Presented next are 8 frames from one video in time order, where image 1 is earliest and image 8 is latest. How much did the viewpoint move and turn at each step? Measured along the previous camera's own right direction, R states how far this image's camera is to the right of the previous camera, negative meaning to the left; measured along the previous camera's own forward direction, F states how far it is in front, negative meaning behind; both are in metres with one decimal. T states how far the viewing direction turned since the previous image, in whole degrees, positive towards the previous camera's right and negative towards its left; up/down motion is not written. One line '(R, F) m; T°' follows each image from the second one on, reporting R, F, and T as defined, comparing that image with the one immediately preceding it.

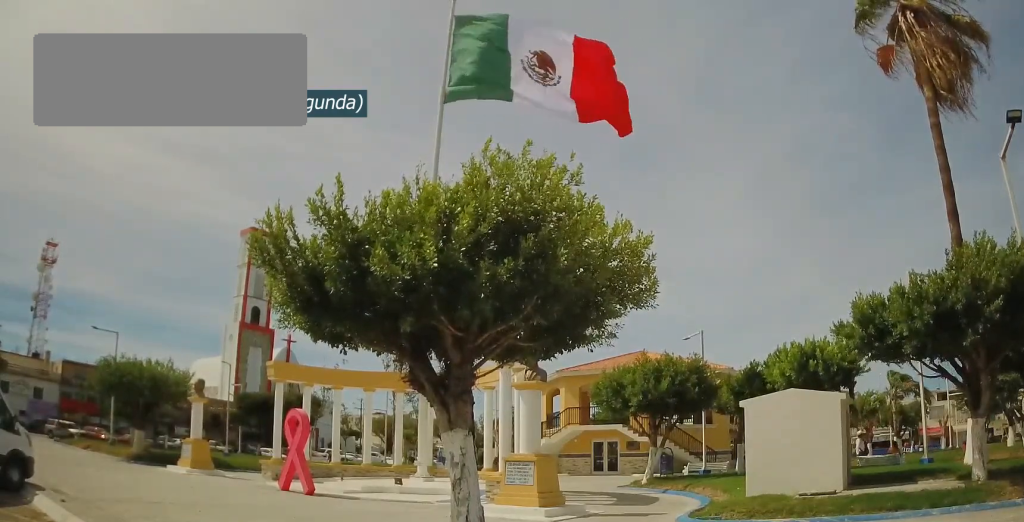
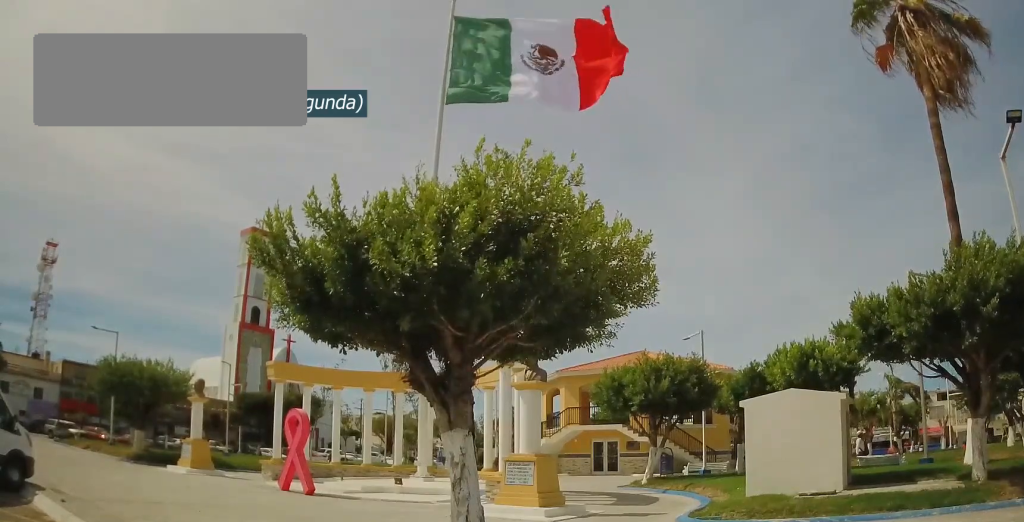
(0.0, 0.0) m; 0°
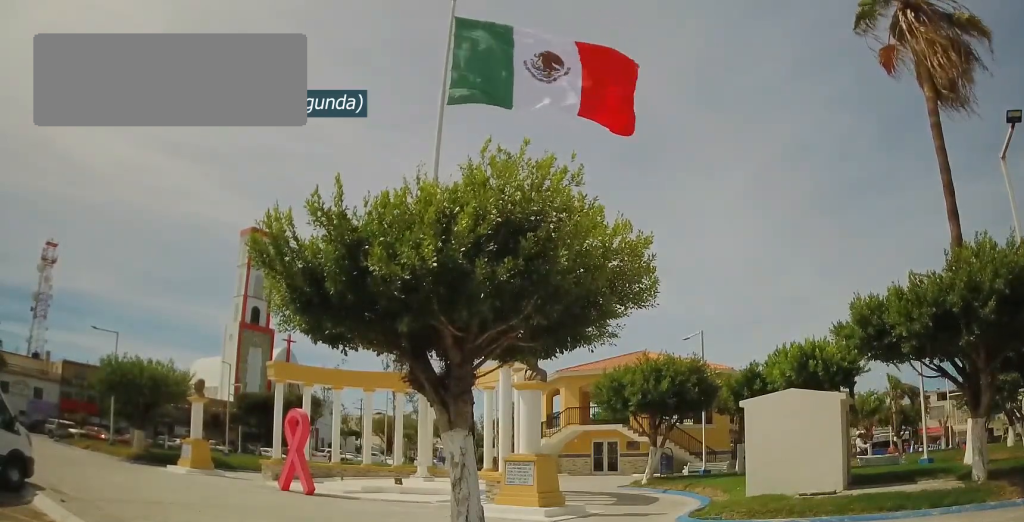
(0.0, 0.0) m; 0°
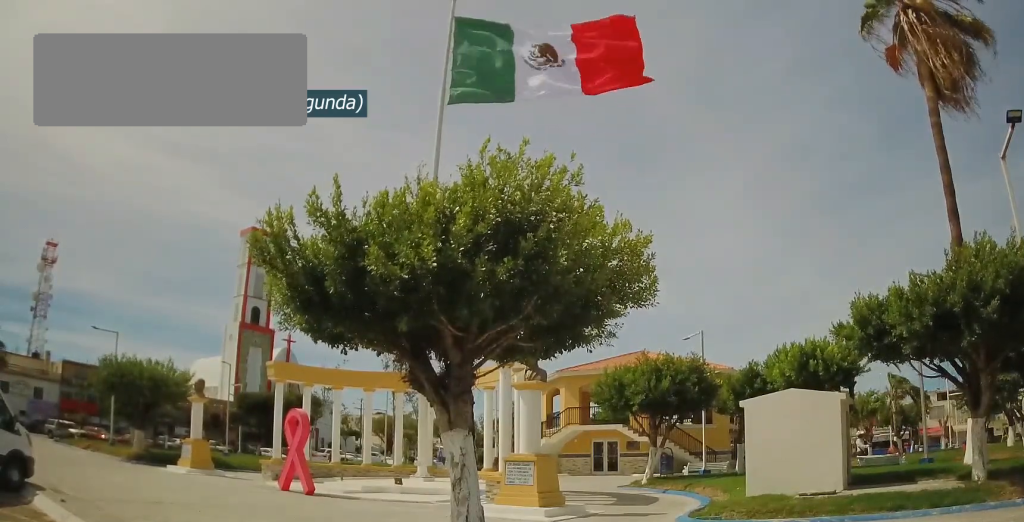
(0.0, 0.0) m; 0°
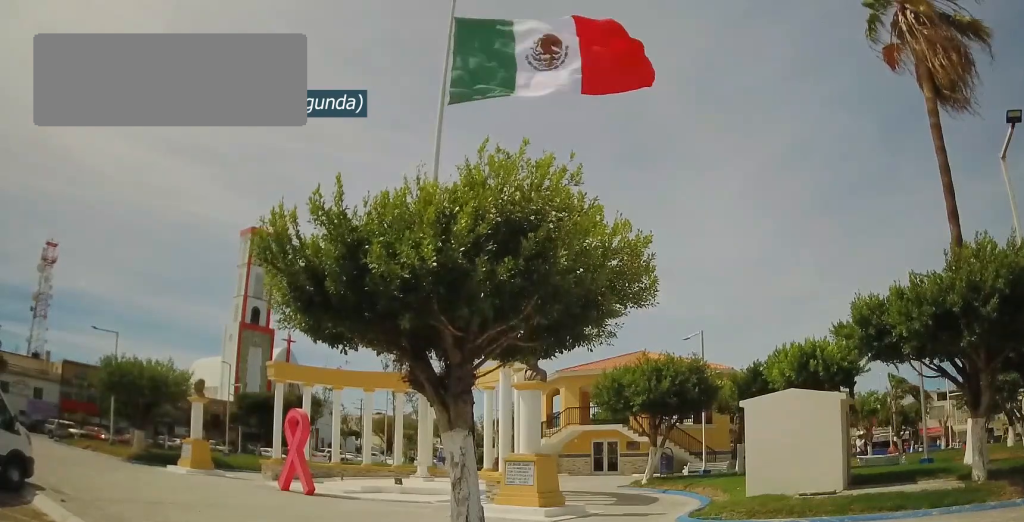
(0.0, 0.0) m; 0°
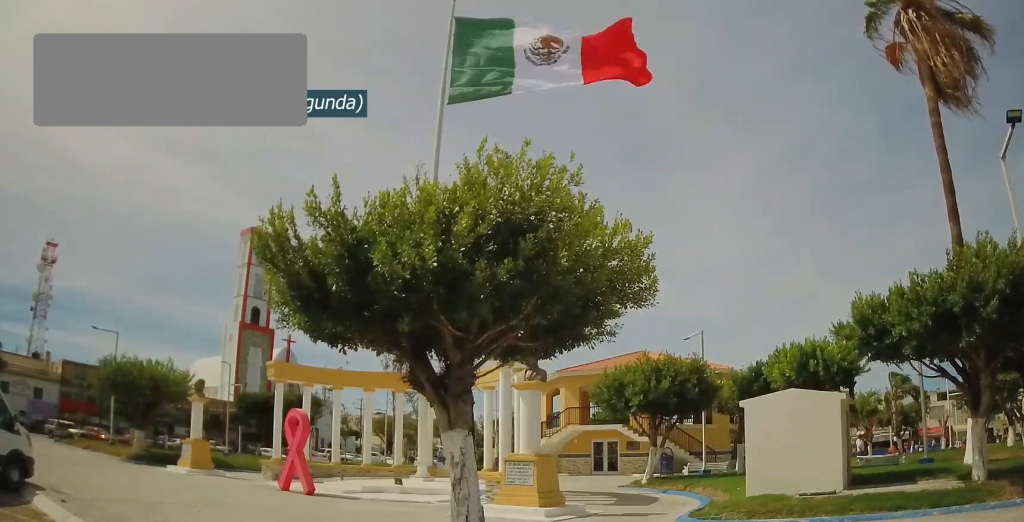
(0.0, 0.0) m; 0°
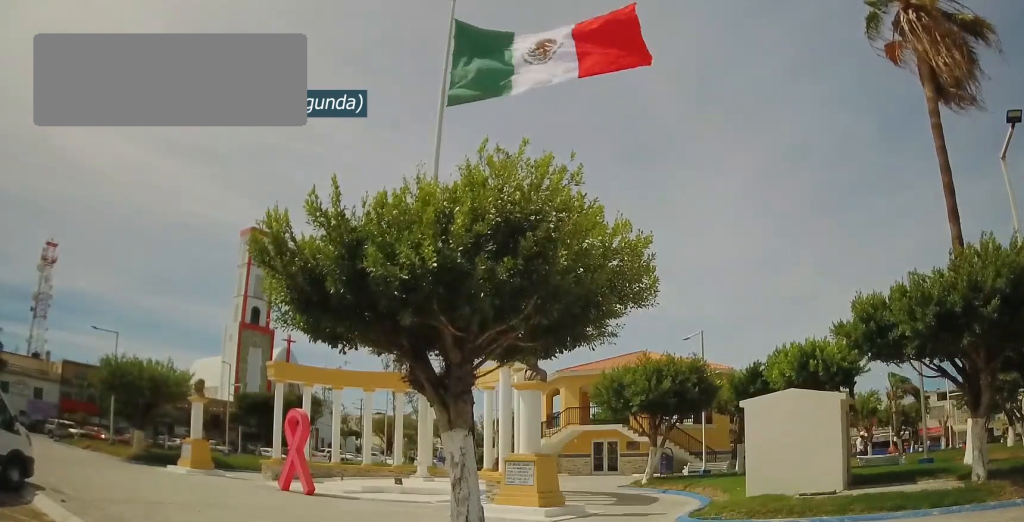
(0.0, 0.0) m; 0°
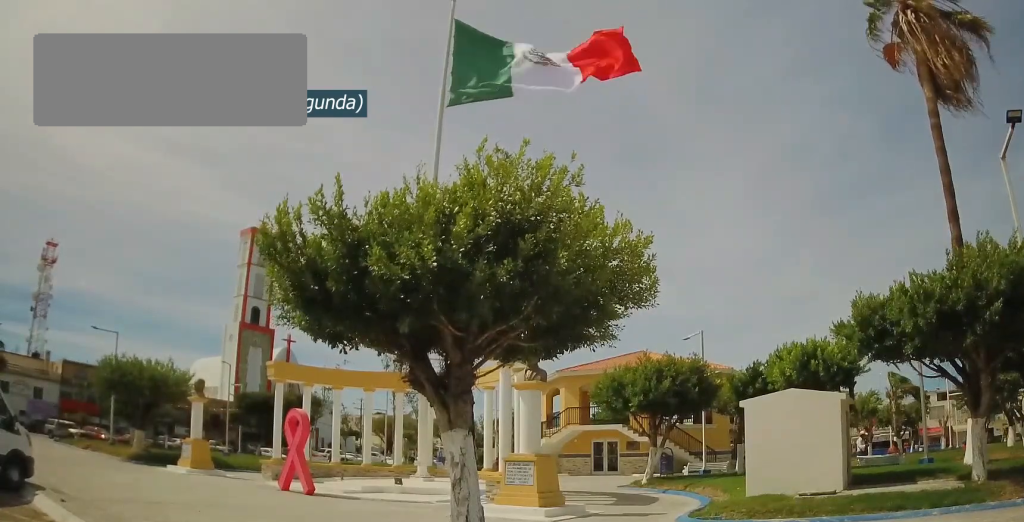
(0.0, 0.0) m; 0°
